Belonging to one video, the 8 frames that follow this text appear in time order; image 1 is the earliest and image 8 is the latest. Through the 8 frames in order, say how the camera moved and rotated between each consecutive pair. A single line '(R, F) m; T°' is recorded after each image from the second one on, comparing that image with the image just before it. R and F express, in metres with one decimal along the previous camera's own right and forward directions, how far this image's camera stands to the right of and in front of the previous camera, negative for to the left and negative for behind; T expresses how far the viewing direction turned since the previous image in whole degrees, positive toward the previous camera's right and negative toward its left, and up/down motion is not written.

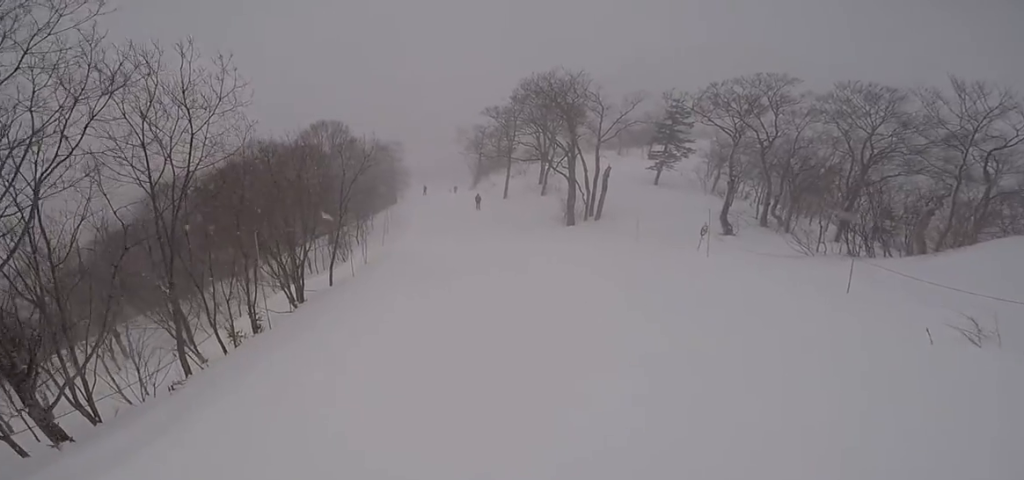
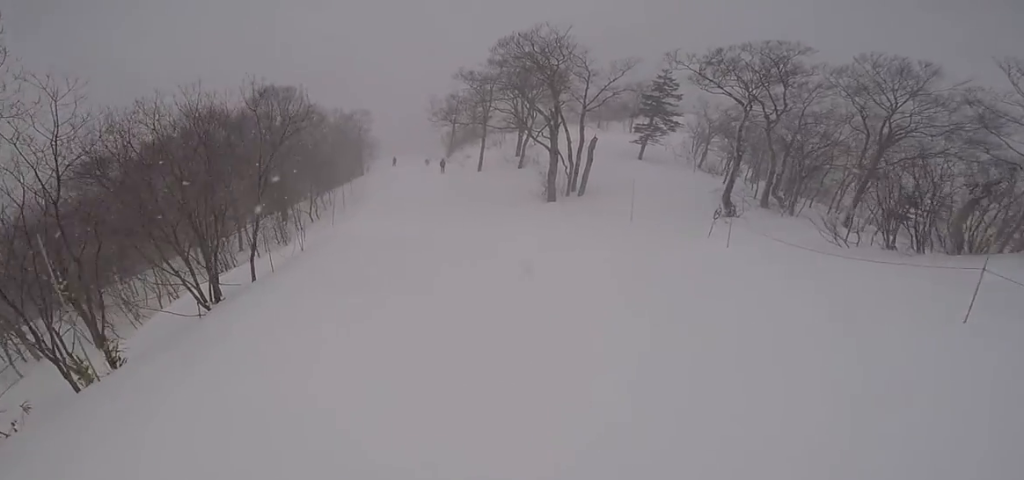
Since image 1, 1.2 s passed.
(+0.2, +4.8) m; +7°
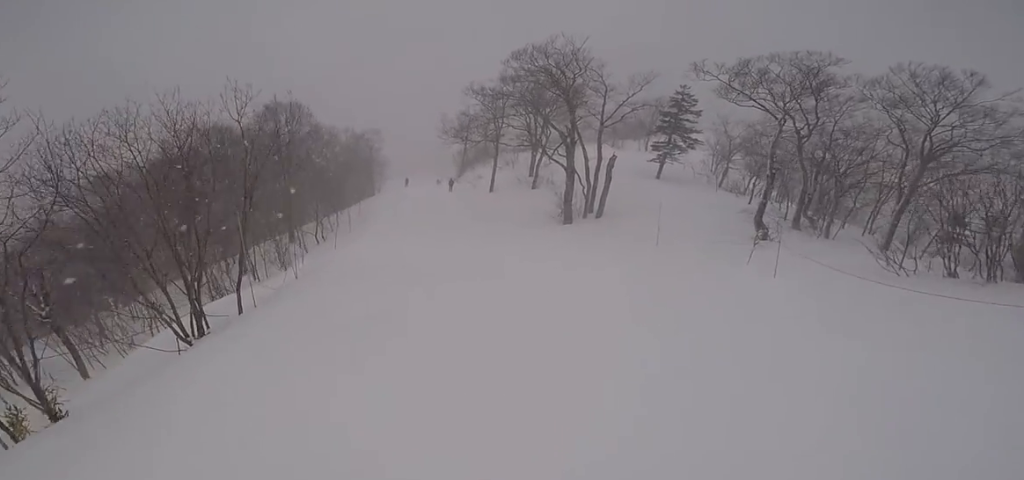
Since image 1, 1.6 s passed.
(+0.1, +2.0) m; +3°
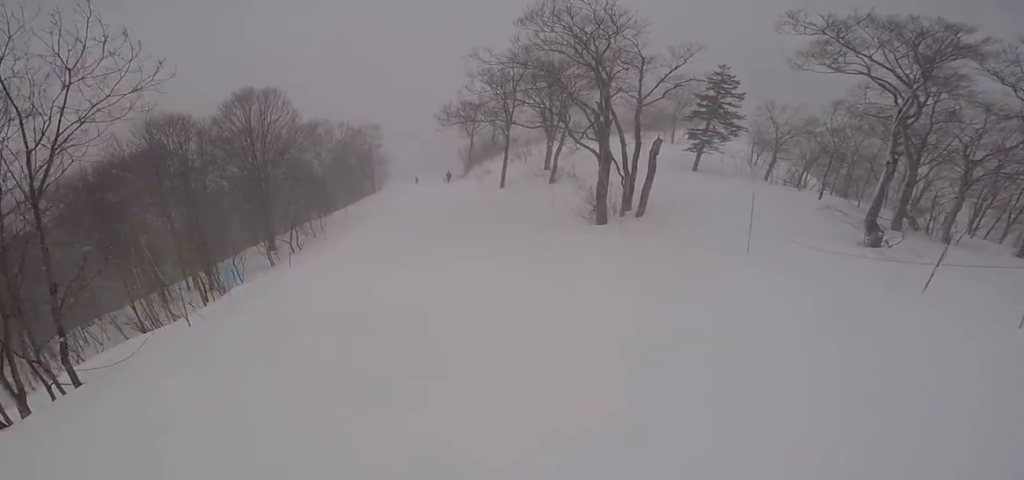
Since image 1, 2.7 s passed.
(0.0, +5.7) m; -4°
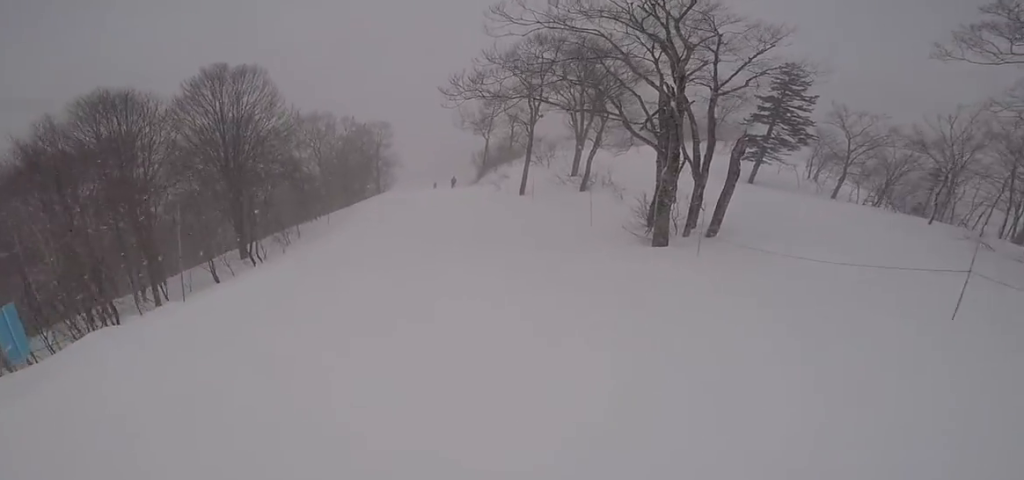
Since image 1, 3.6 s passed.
(-0.2, +4.8) m; -7°
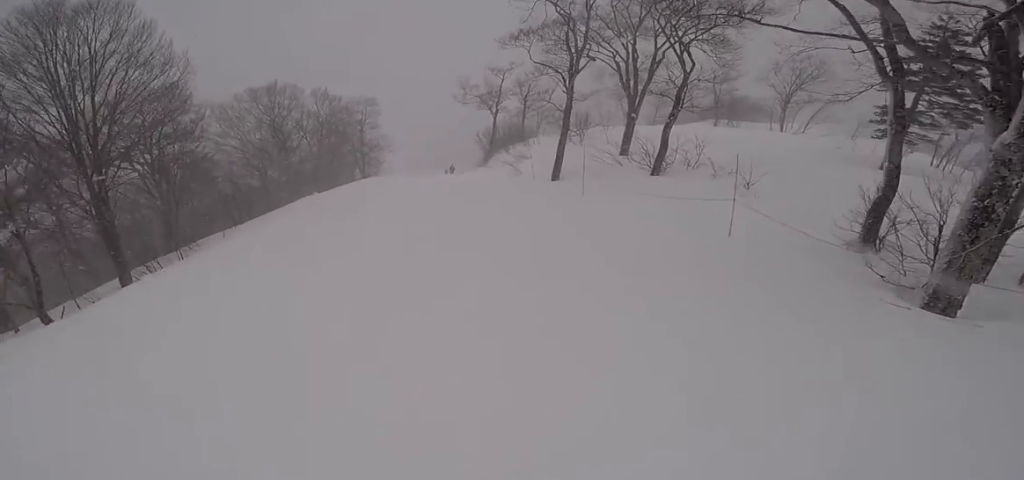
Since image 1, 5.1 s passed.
(-0.1, +8.3) m; +1°
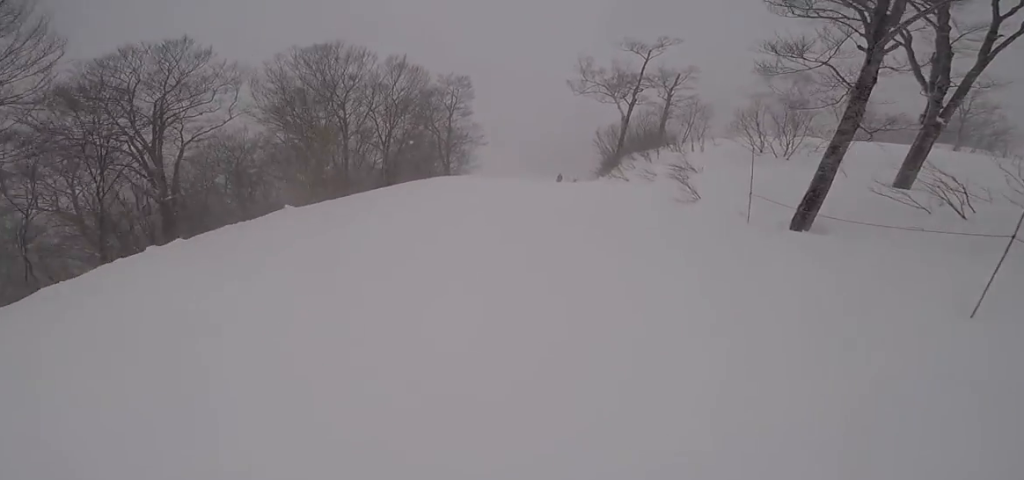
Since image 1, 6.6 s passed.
(-0.3, +9.7) m; -6°
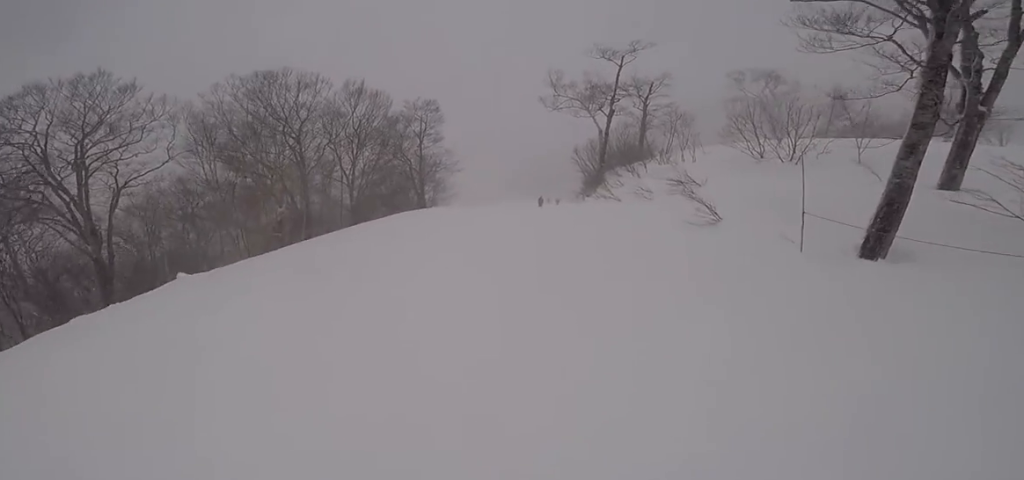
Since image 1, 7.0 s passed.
(-0.1, +2.6) m; -2°
